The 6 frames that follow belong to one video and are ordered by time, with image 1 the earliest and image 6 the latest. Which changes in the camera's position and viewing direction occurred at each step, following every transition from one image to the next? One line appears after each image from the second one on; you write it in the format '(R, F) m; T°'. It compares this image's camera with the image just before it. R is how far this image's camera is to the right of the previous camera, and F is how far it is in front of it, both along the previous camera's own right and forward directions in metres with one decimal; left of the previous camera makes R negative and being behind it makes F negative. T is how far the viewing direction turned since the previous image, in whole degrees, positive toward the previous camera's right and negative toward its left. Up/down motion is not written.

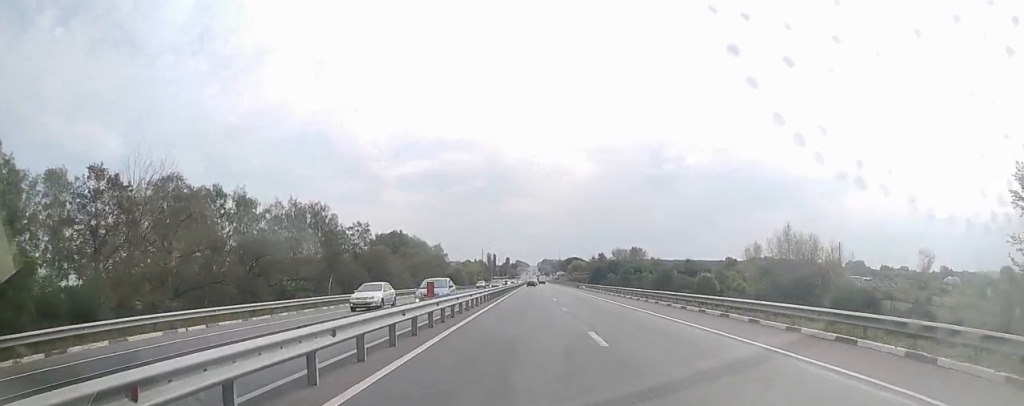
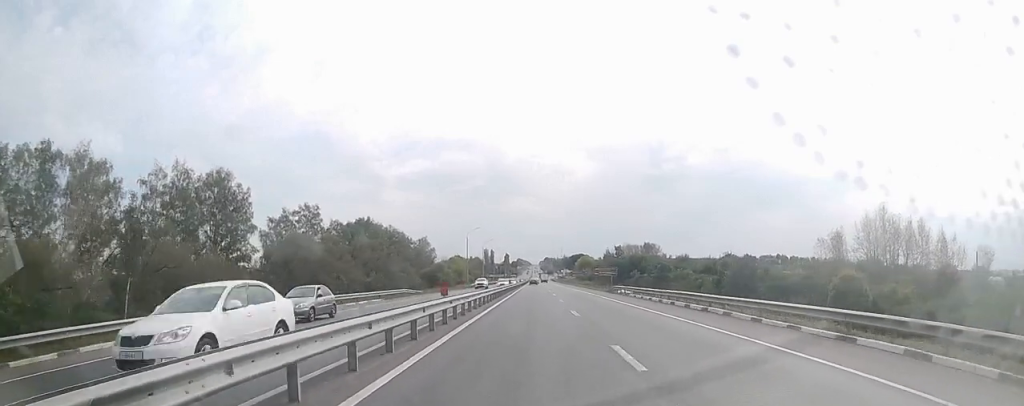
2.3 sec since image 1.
(+0.5, +38.7) m; +1°
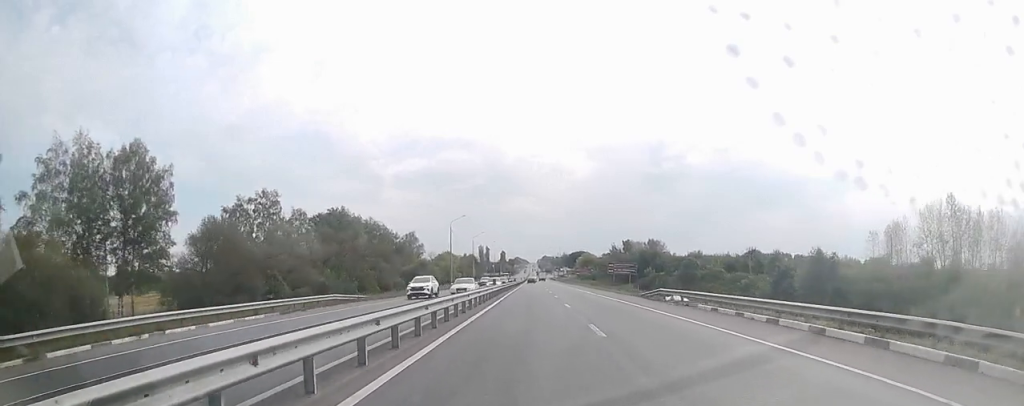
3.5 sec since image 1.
(-0.2, +19.4) m; 0°
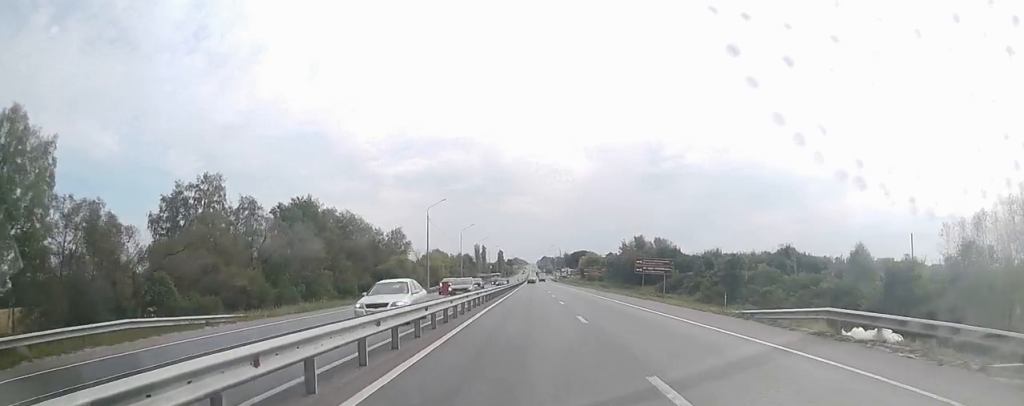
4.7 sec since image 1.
(+0.2, +19.7) m; +1°
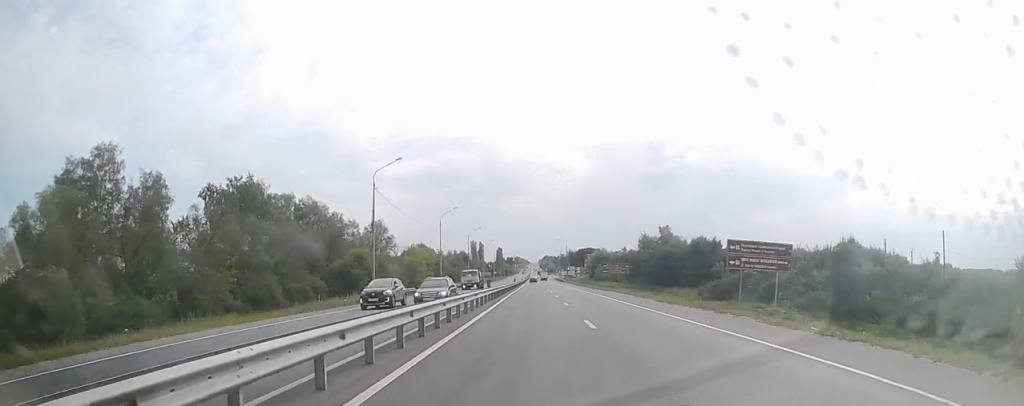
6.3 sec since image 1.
(+1.5, +25.0) m; 0°
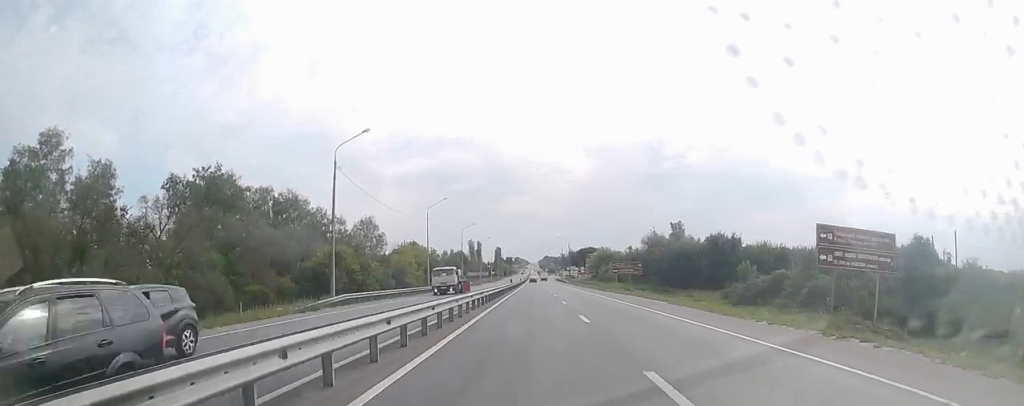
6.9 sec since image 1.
(-0.5, +9.7) m; -3°
